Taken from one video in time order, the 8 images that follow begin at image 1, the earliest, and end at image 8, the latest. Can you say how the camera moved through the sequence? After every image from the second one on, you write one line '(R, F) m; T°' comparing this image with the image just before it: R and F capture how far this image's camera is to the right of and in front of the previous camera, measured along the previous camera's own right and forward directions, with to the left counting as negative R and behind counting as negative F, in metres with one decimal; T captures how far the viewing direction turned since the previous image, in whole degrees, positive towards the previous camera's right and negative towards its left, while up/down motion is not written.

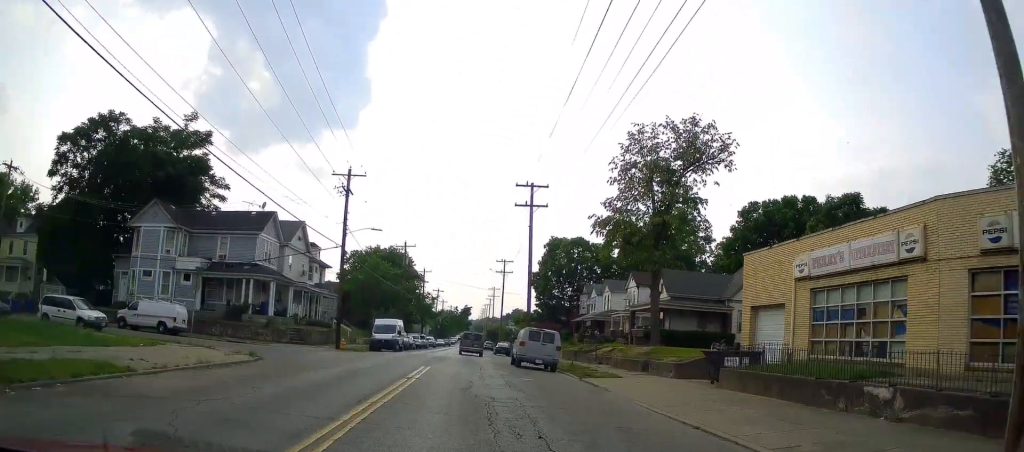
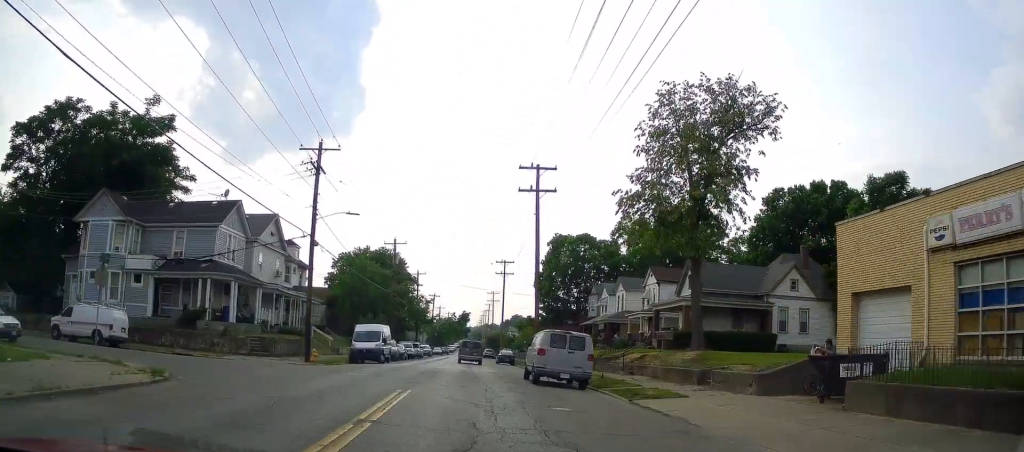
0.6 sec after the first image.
(+0.1, +7.4) m; 0°
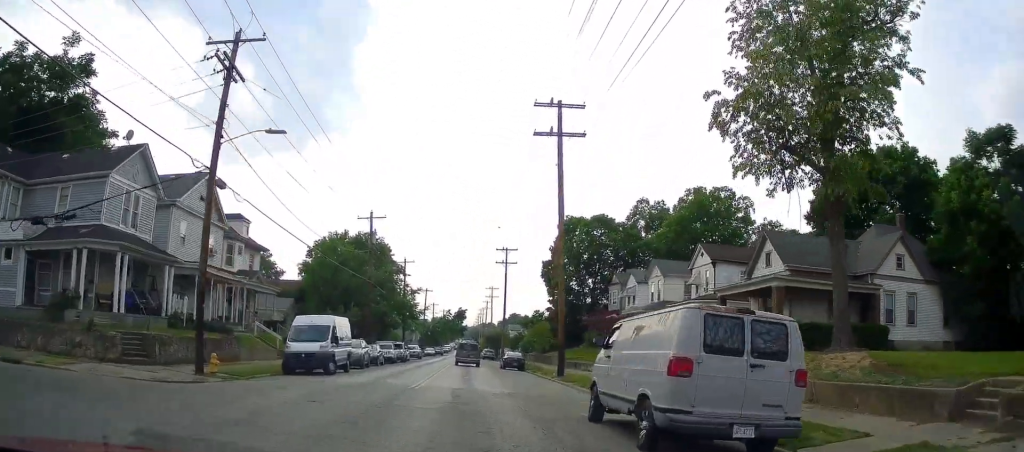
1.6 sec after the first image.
(-0.1, +13.2) m; -2°
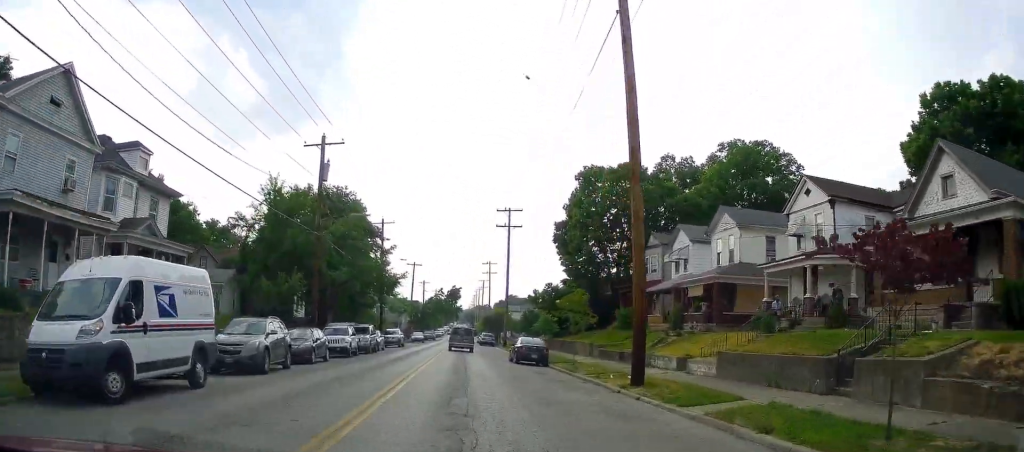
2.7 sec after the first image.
(-0.4, +15.2) m; -1°
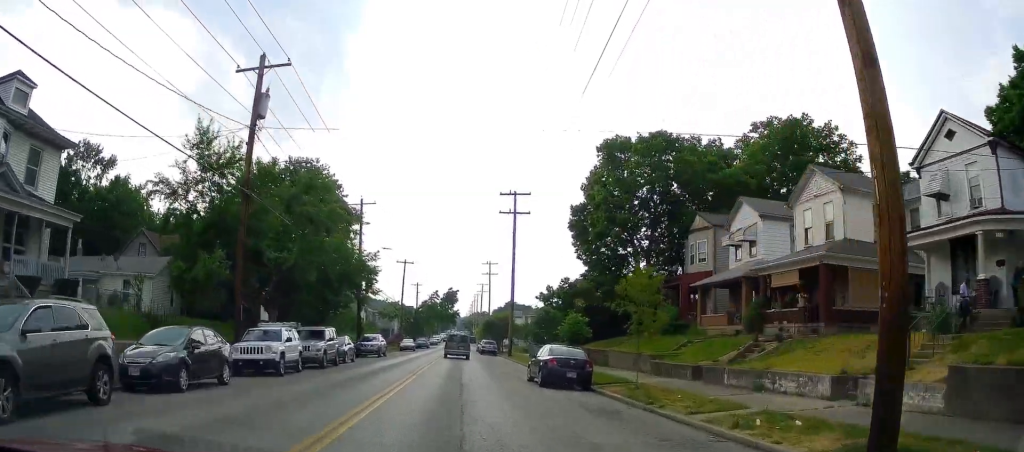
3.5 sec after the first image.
(+0.1, +10.9) m; +1°
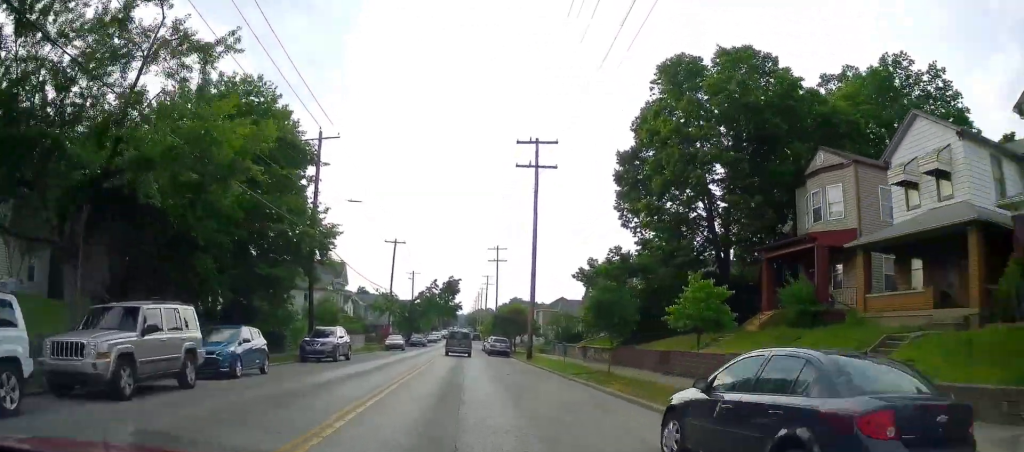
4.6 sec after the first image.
(+0.1, +15.4) m; -1°
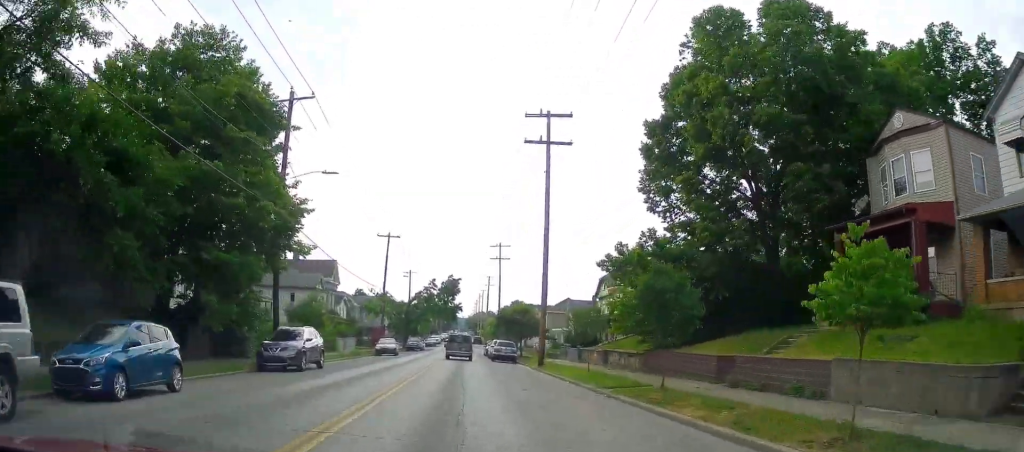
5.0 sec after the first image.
(0.0, +6.1) m; -1°
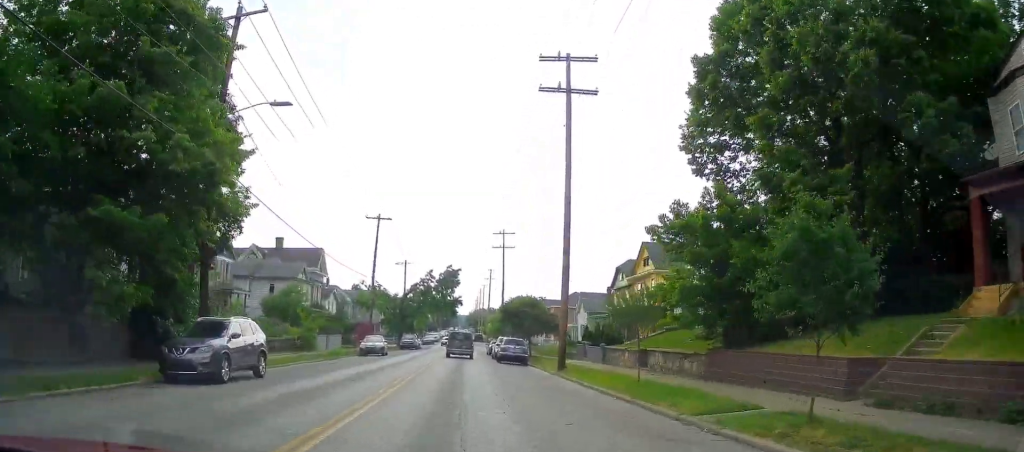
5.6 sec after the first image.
(-0.2, +7.6) m; +1°
